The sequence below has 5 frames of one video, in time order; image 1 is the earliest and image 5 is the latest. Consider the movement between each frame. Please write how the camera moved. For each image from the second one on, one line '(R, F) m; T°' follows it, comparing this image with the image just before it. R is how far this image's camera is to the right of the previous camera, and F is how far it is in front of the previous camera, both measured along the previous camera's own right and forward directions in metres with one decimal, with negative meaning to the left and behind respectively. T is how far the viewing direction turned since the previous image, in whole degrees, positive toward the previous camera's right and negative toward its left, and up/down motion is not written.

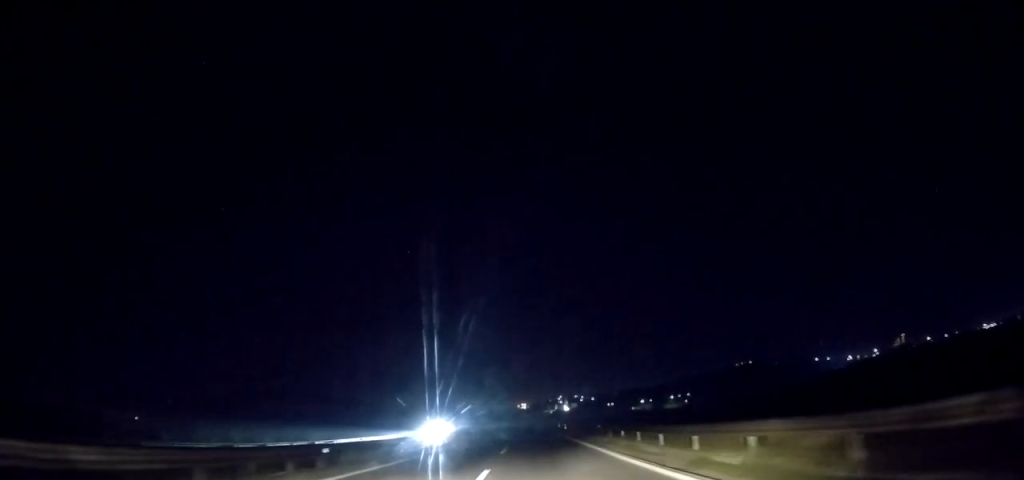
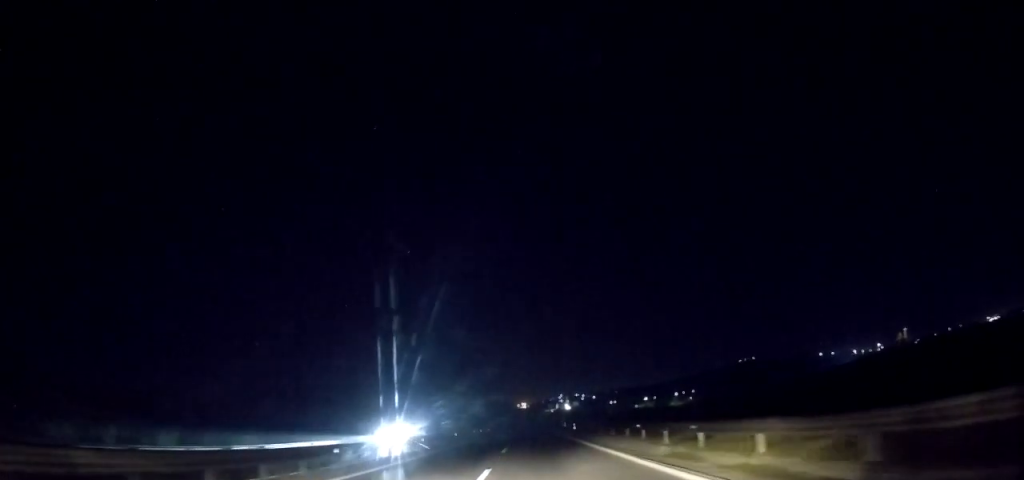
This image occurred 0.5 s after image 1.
(0.0, +12.4) m; 0°
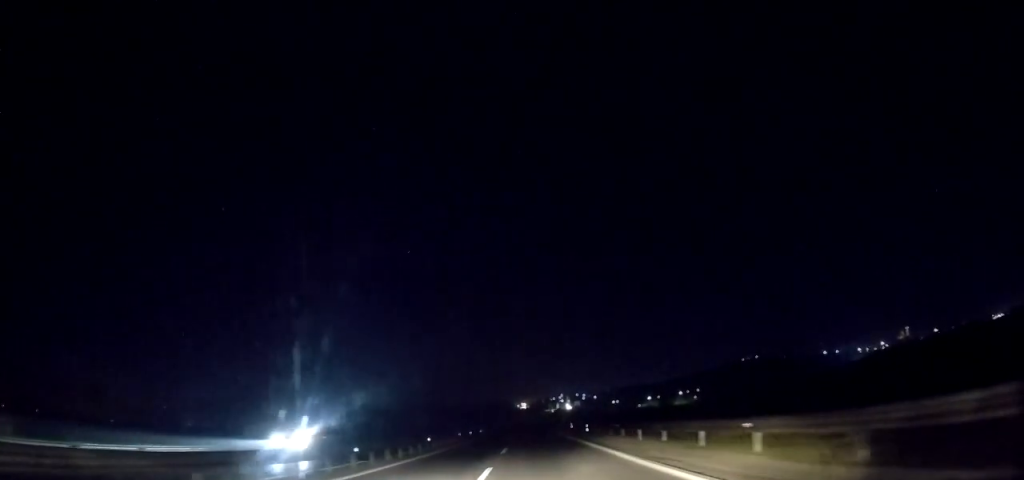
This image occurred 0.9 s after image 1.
(+0.1, +11.6) m; 0°
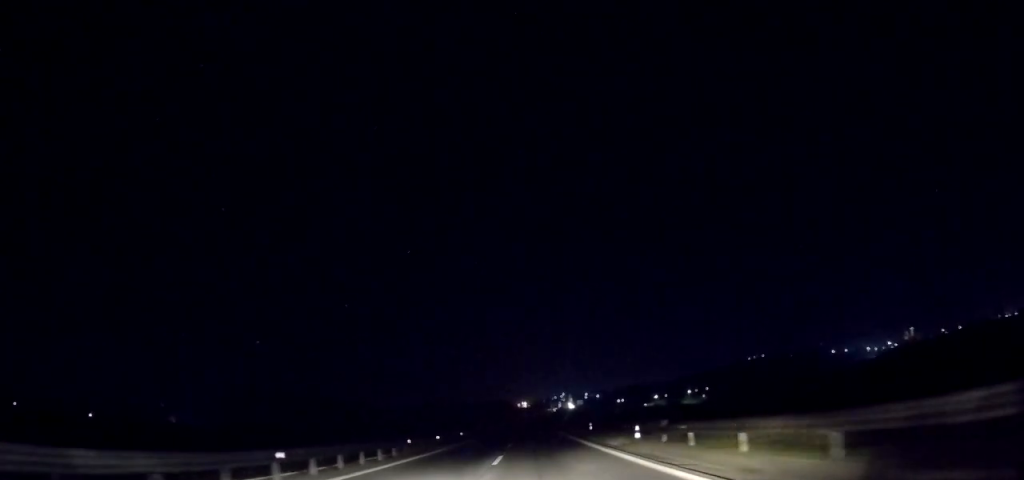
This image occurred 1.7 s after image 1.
(-0.2, +19.3) m; 0°
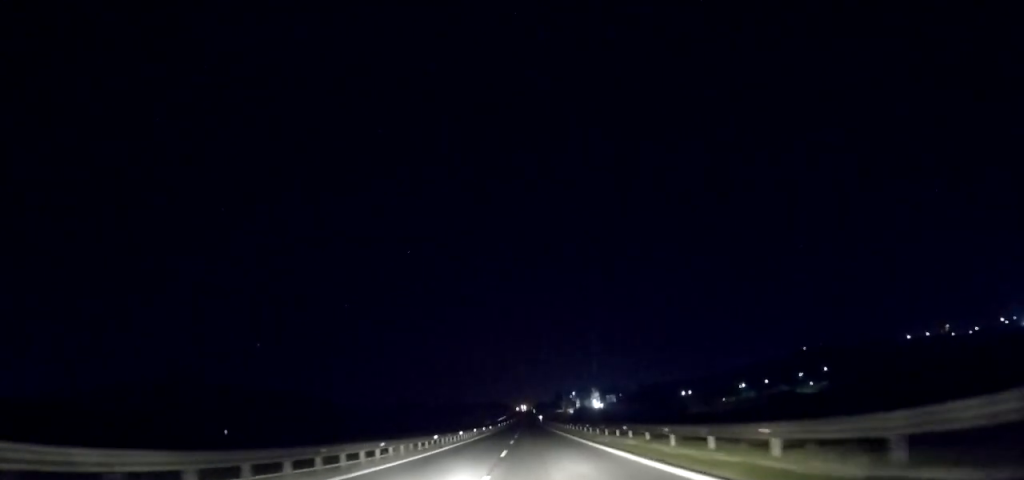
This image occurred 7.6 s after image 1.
(+1.6, +157.1) m; 0°
